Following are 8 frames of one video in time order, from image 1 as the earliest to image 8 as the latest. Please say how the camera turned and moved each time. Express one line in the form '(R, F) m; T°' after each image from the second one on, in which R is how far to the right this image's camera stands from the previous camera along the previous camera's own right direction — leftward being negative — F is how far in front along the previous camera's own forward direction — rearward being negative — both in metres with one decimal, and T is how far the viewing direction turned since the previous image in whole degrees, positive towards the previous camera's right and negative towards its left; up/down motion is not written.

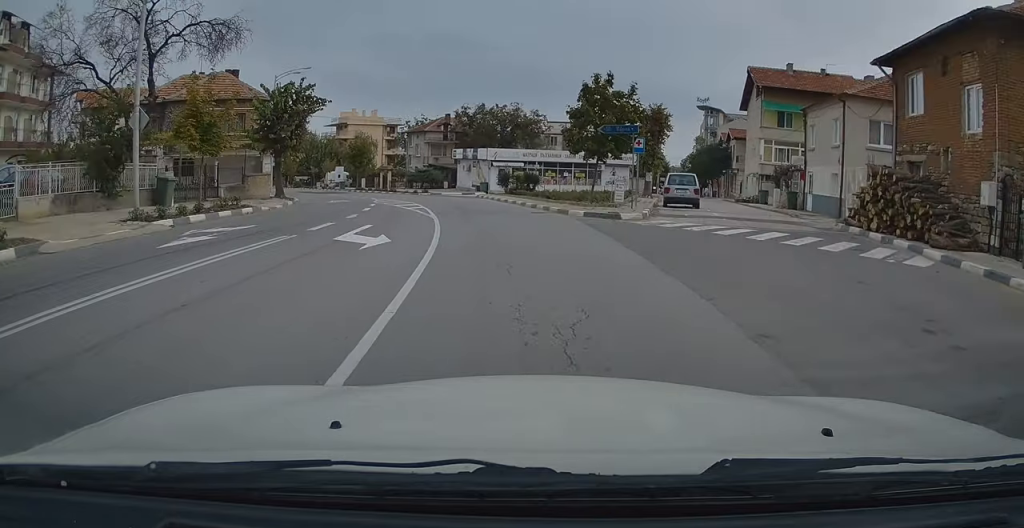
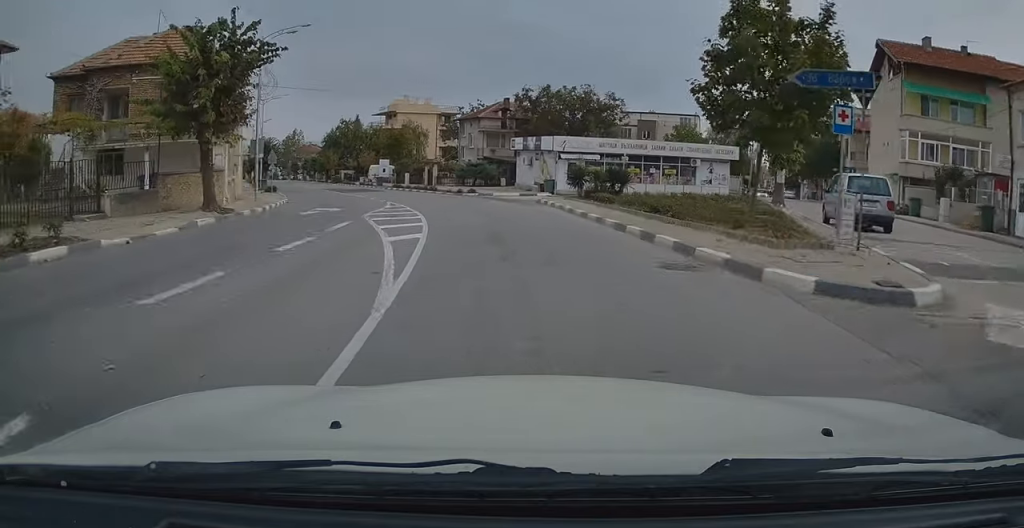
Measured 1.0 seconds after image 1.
(-0.5, +12.5) m; -6°
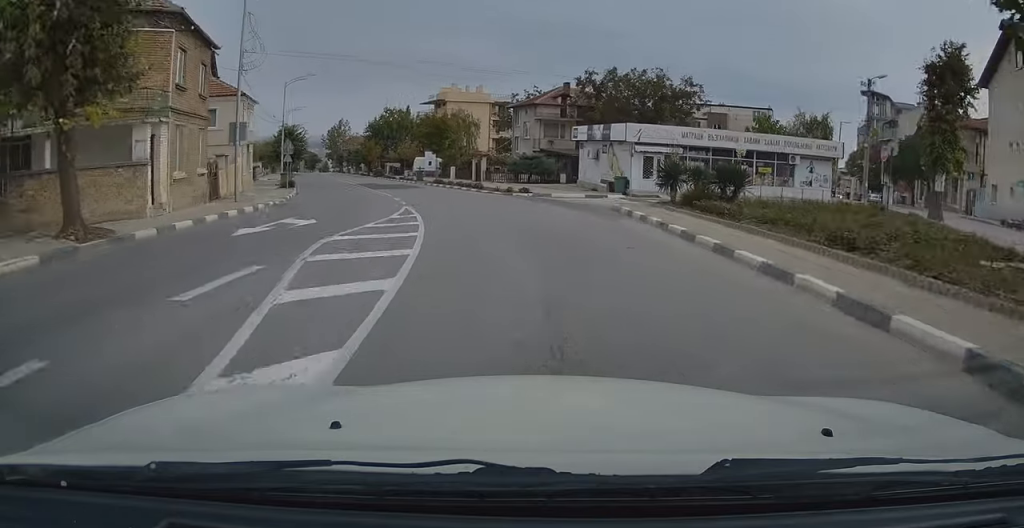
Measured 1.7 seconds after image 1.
(-0.4, +8.6) m; -5°
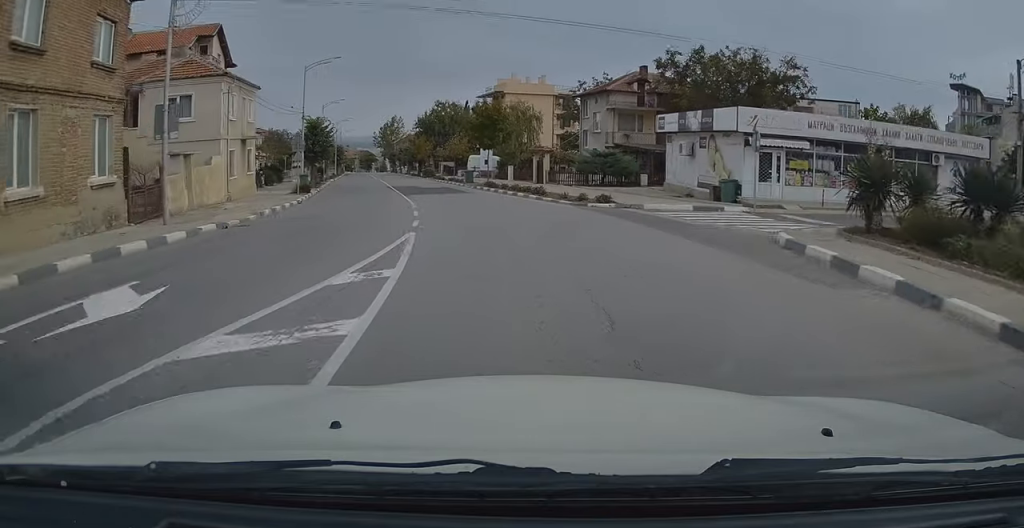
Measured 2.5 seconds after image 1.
(-0.4, +9.5) m; -5°
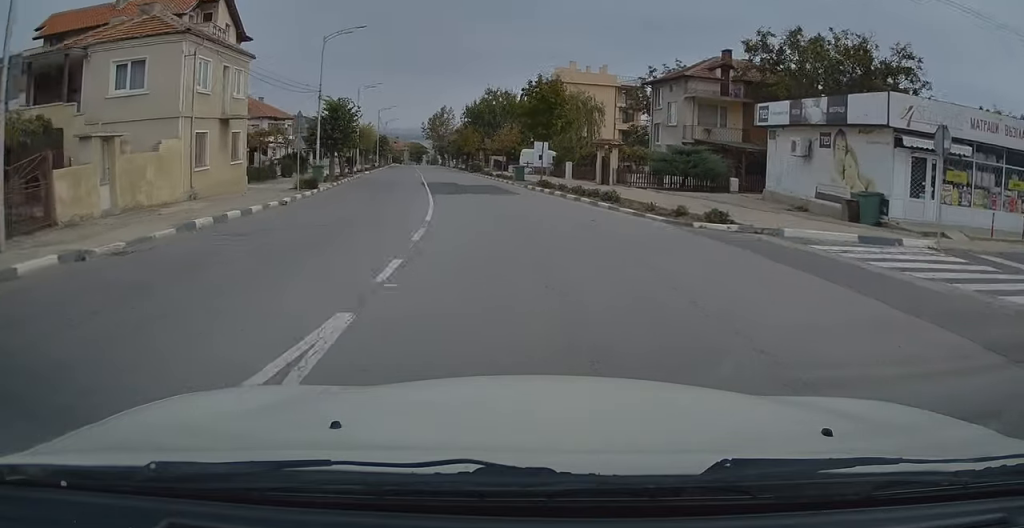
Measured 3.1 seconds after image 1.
(-0.3, +8.0) m; -5°
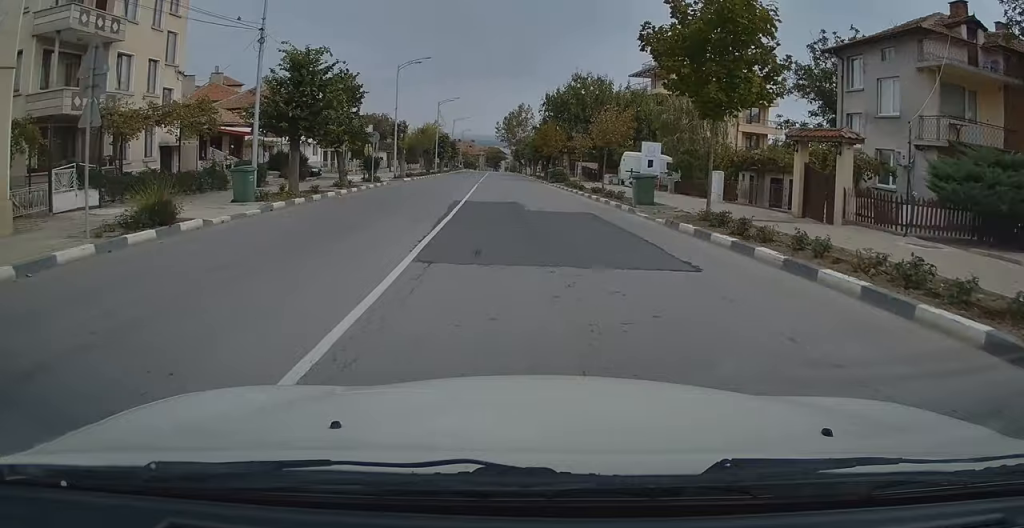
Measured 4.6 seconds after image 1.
(-1.5, +18.5) m; -7°
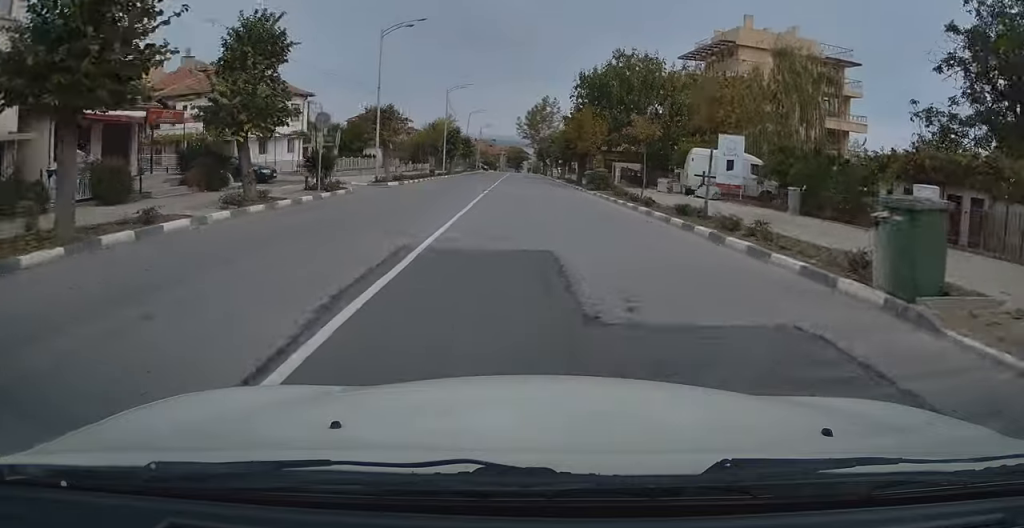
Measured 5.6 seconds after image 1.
(-0.3, +12.9) m; -2°
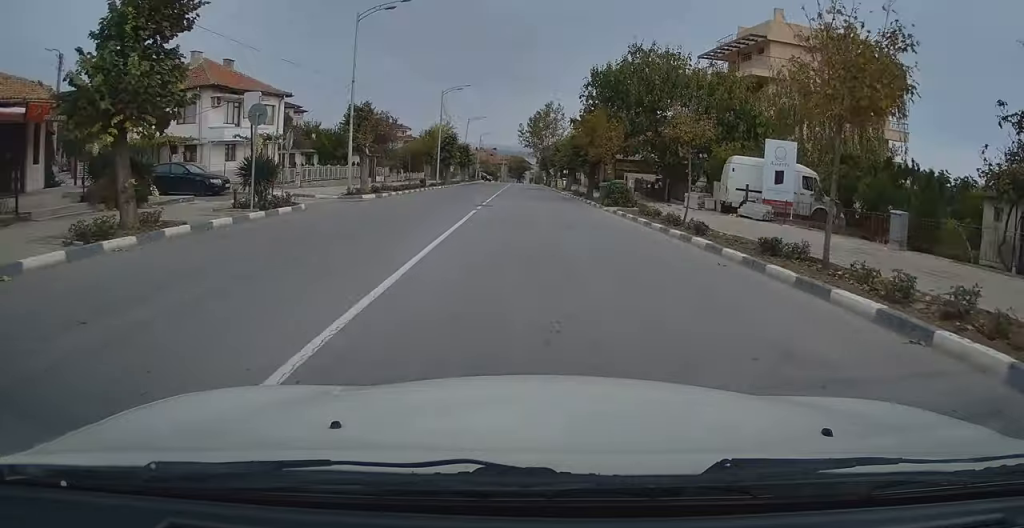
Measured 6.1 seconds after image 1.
(-0.1, +6.1) m; 0°
